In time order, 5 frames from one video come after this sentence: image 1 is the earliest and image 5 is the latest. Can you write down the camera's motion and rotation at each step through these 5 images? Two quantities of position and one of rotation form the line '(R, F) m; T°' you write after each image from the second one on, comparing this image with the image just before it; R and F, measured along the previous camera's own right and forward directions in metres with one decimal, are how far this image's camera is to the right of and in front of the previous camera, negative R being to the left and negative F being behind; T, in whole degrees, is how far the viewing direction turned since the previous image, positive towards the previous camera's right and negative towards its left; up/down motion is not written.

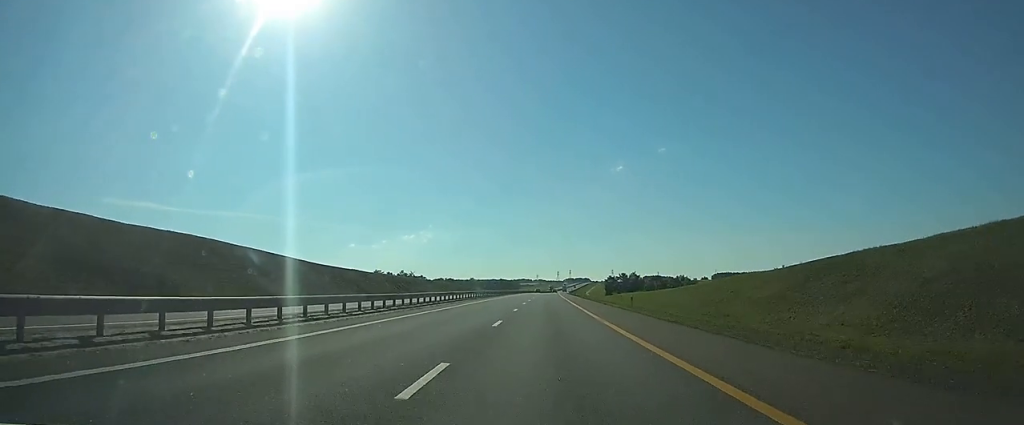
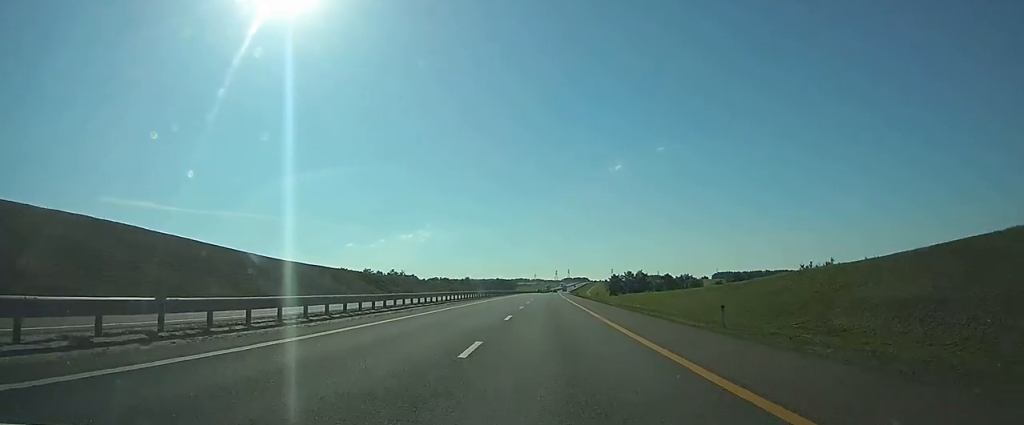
(+0.1, +19.9) m; 0°
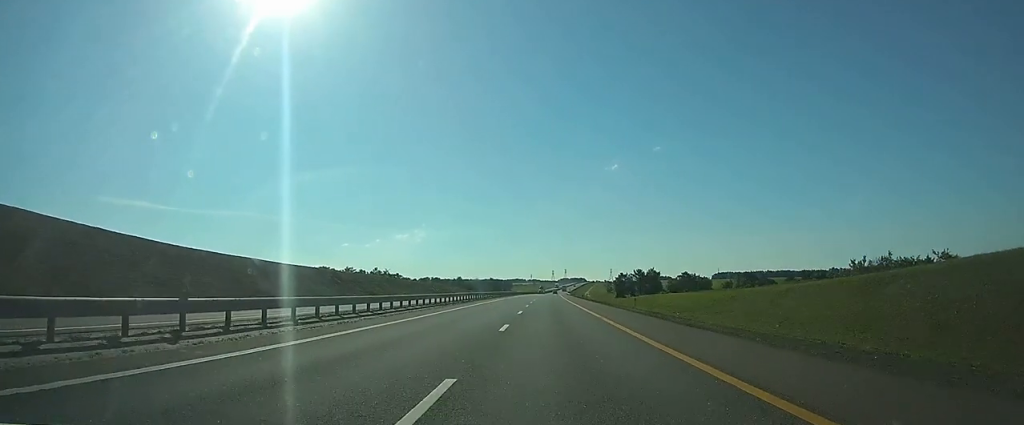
(+0.1, +28.9) m; 0°
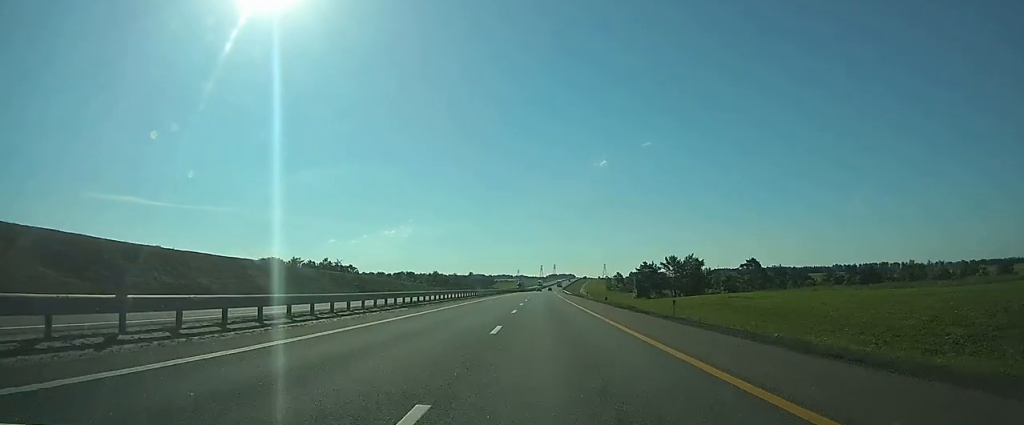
(+0.3, +60.9) m; +1°
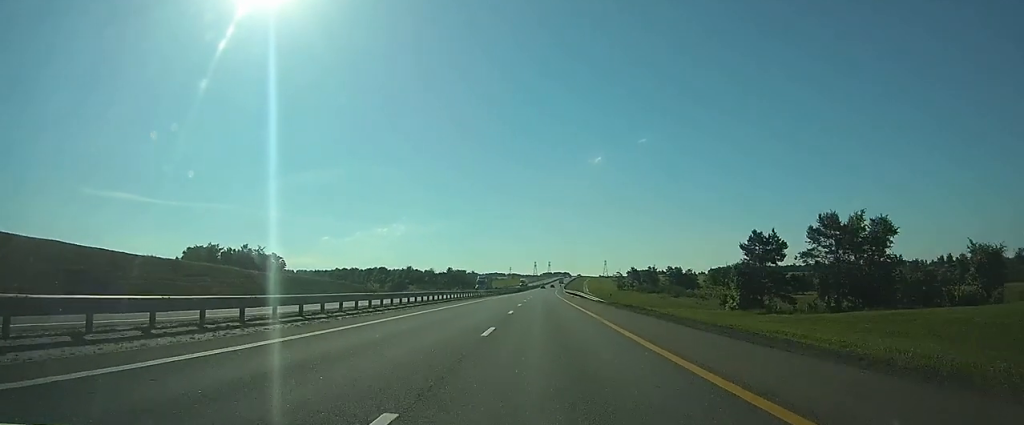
(+0.6, +71.1) m; +1°
